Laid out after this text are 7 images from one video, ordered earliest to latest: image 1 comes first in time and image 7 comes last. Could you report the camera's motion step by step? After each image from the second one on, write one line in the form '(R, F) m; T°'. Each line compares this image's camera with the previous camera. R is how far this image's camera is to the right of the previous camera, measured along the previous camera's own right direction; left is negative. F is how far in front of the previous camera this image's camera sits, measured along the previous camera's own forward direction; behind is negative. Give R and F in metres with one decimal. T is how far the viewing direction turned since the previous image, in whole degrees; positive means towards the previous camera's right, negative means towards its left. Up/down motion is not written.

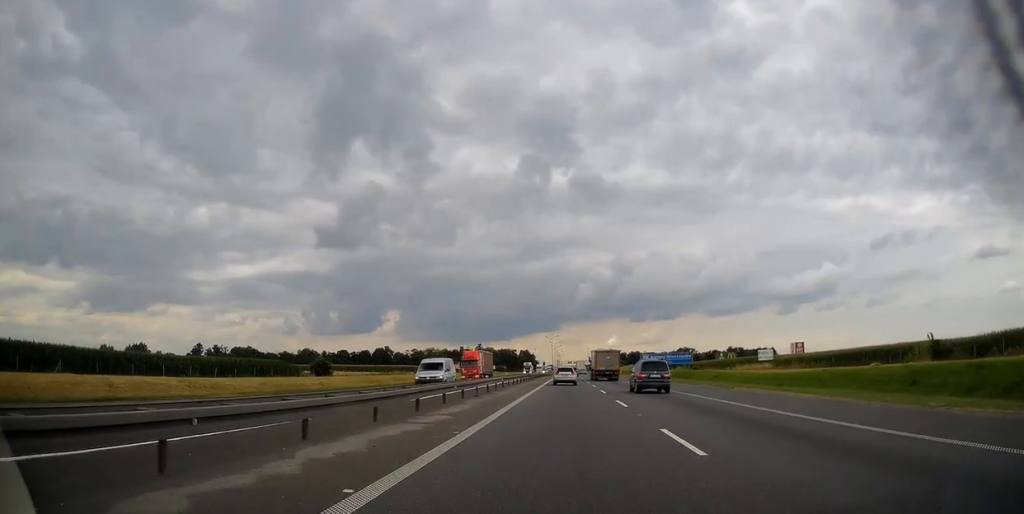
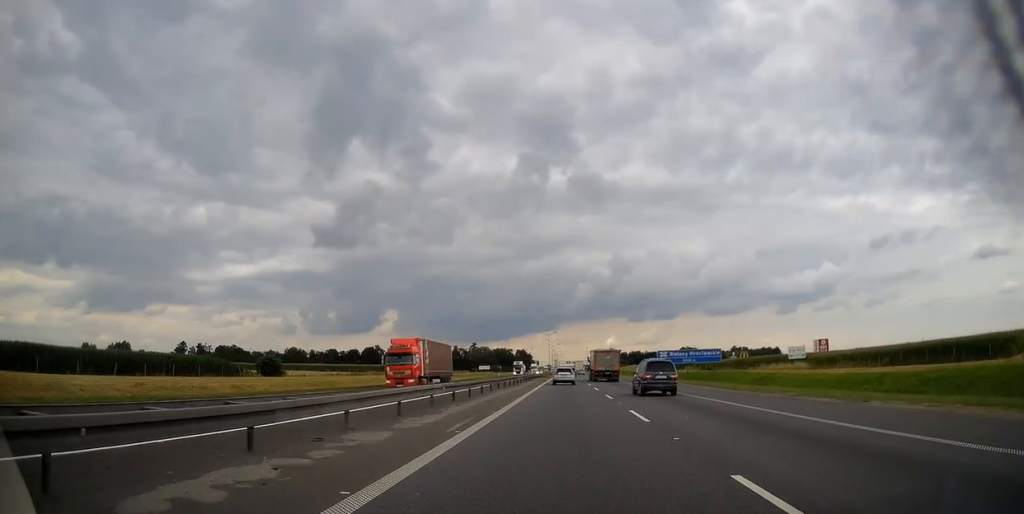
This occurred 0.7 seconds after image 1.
(0.0, +17.6) m; 0°
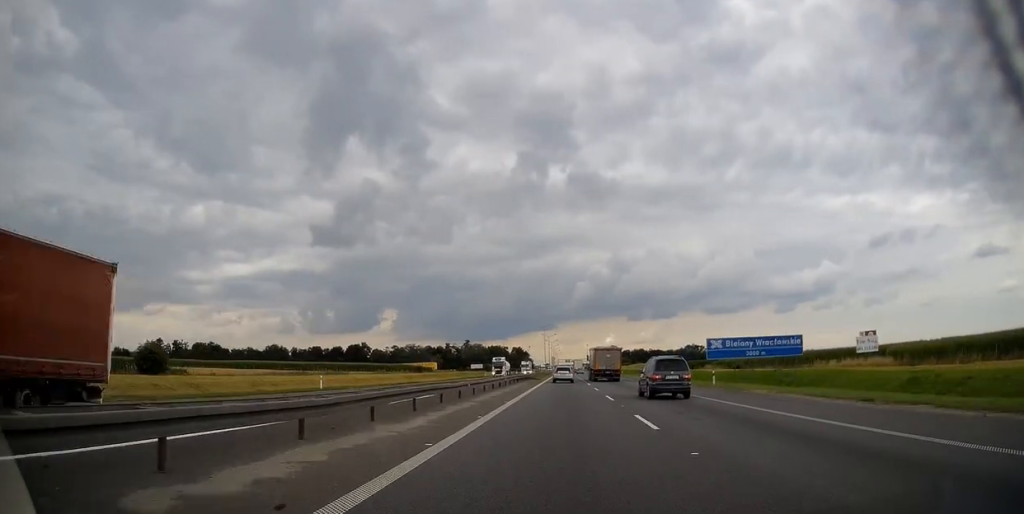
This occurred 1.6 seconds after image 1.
(+0.2, +26.0) m; +1°
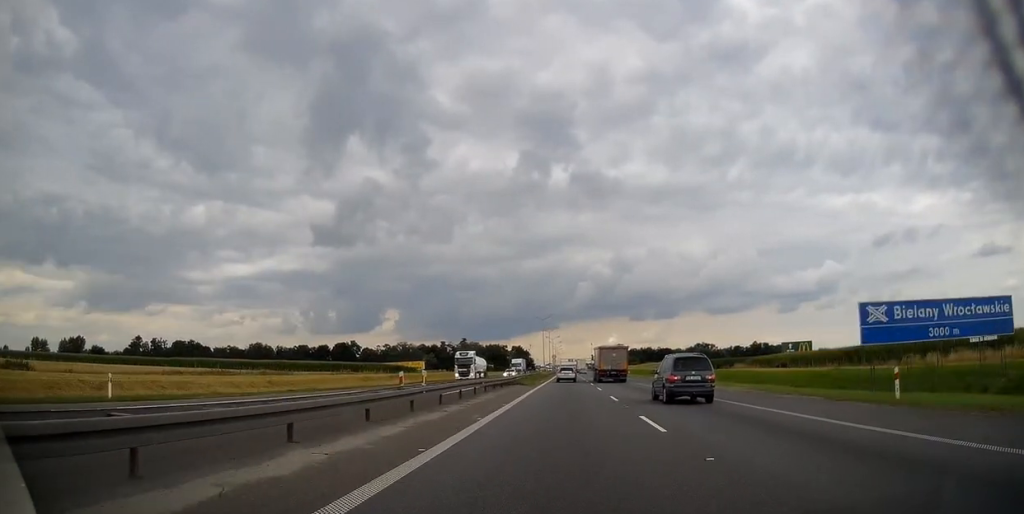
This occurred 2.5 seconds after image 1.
(+0.2, +24.6) m; 0°
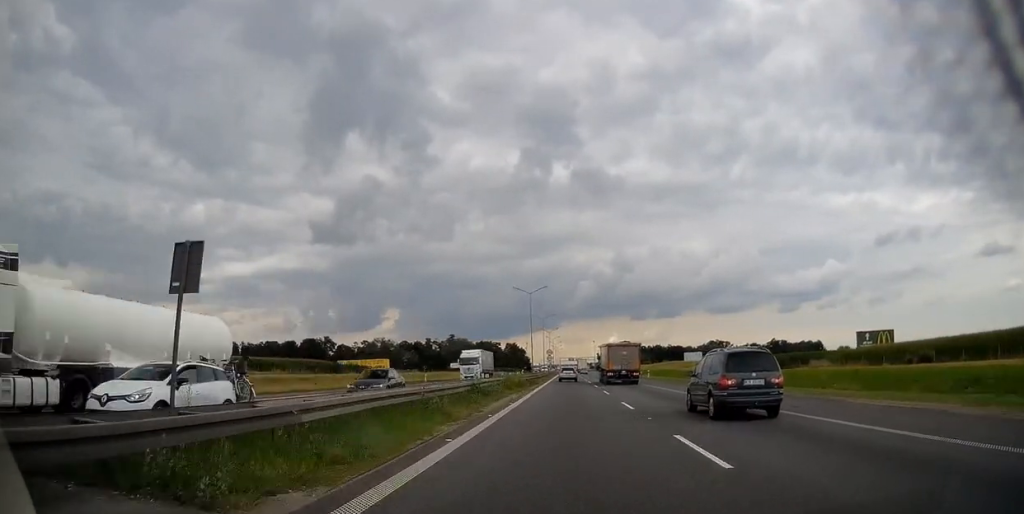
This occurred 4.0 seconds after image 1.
(-0.4, +40.7) m; 0°
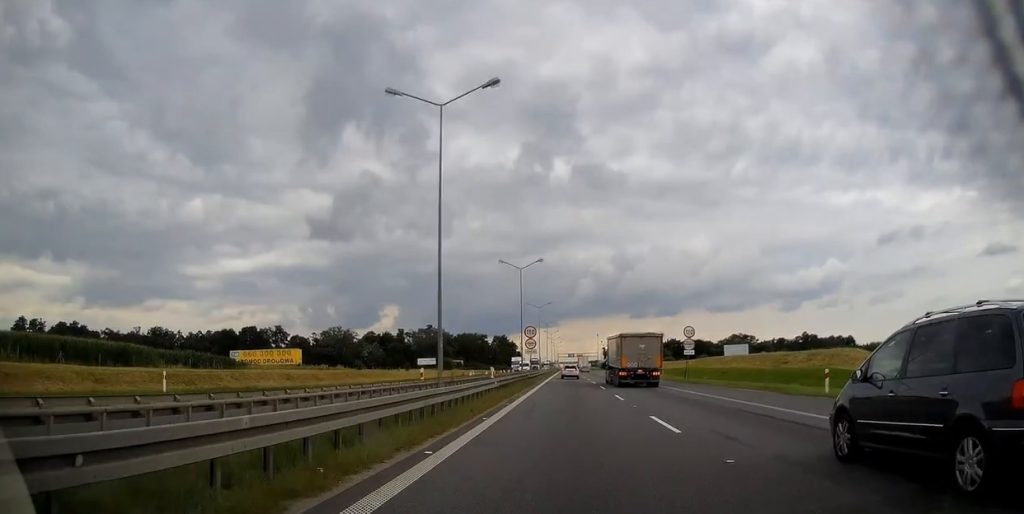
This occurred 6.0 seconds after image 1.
(0.0, +55.3) m; 0°
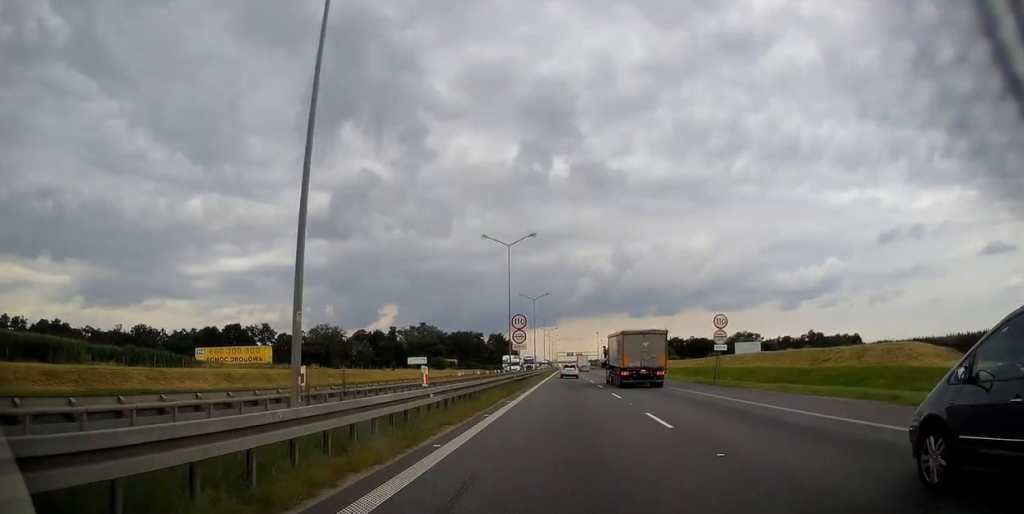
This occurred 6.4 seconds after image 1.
(0.0, +11.2) m; 0°
